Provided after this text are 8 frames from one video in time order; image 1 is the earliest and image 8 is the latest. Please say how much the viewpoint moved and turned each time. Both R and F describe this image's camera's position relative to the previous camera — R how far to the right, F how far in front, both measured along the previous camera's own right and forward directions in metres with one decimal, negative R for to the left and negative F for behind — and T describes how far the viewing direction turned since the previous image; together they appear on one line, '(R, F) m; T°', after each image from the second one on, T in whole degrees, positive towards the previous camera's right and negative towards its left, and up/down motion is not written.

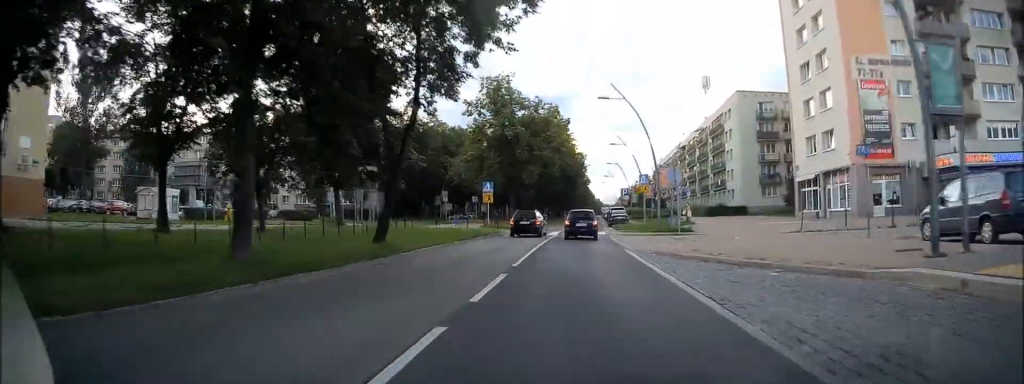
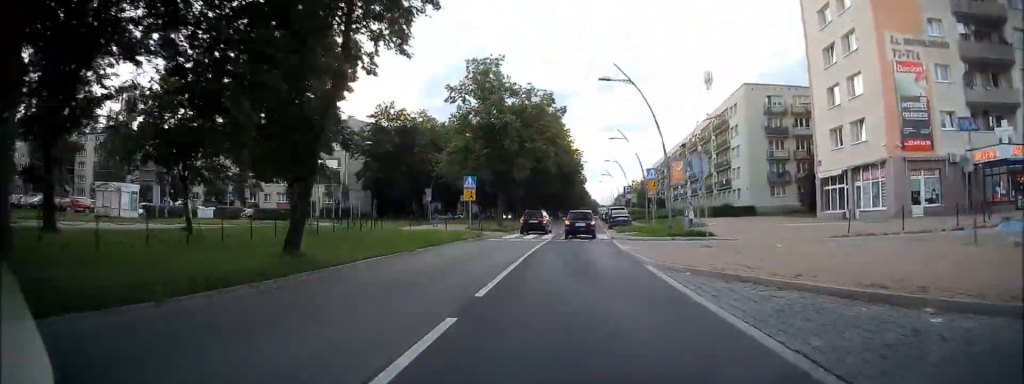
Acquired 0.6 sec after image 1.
(-0.1, +5.2) m; -1°
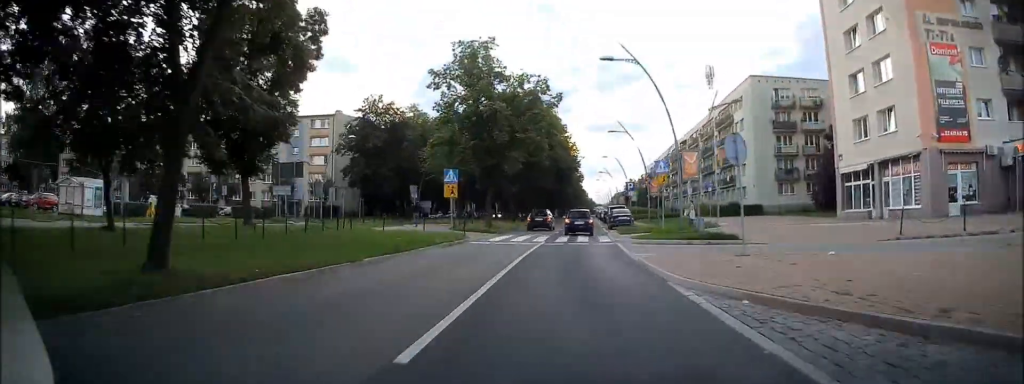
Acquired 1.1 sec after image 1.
(-0.1, +4.3) m; 0°
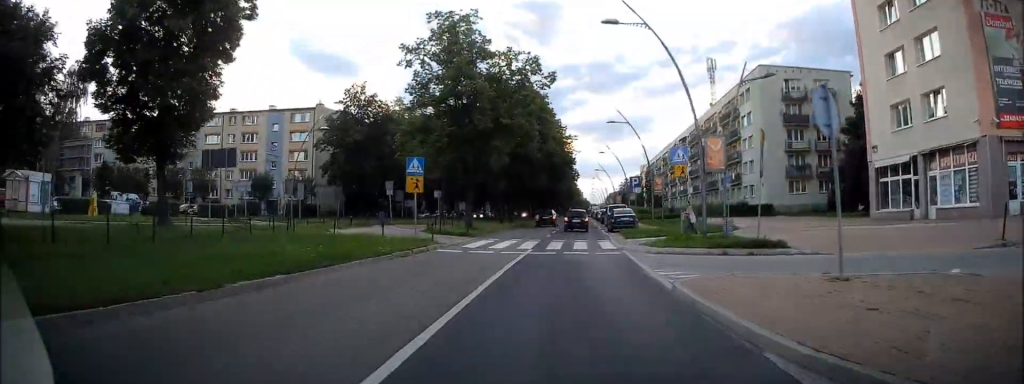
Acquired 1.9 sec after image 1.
(+0.1, +6.0) m; -1°
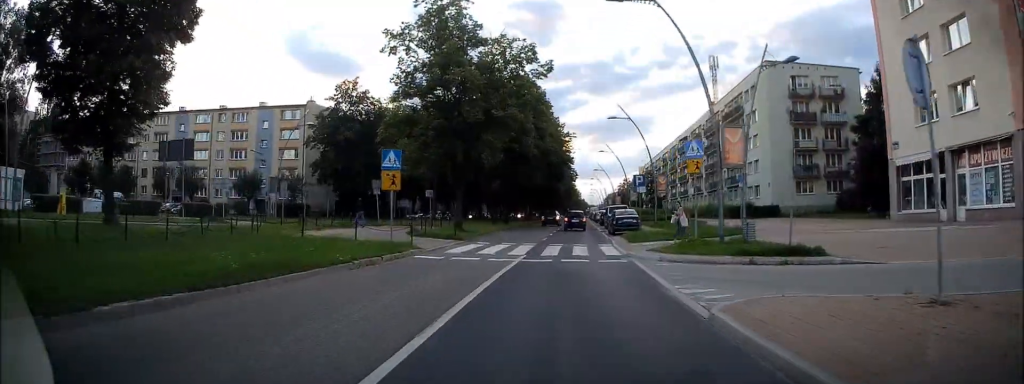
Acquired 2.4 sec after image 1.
(+0.1, +3.4) m; -1°
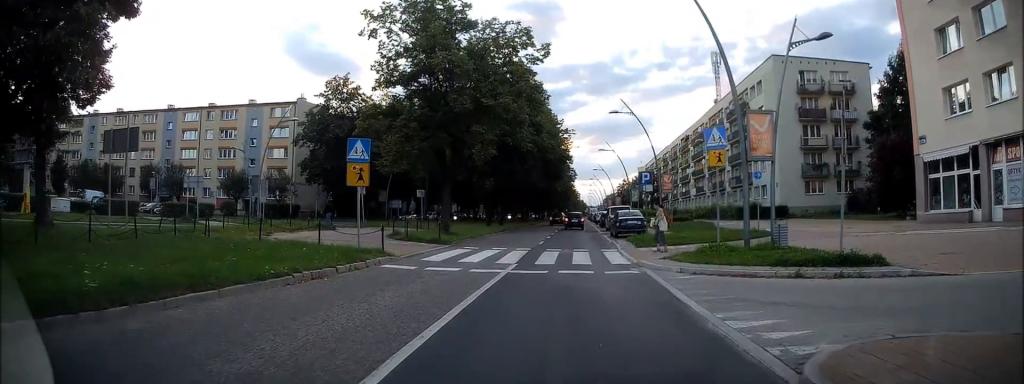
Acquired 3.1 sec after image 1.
(-0.3, +3.5) m; -2°
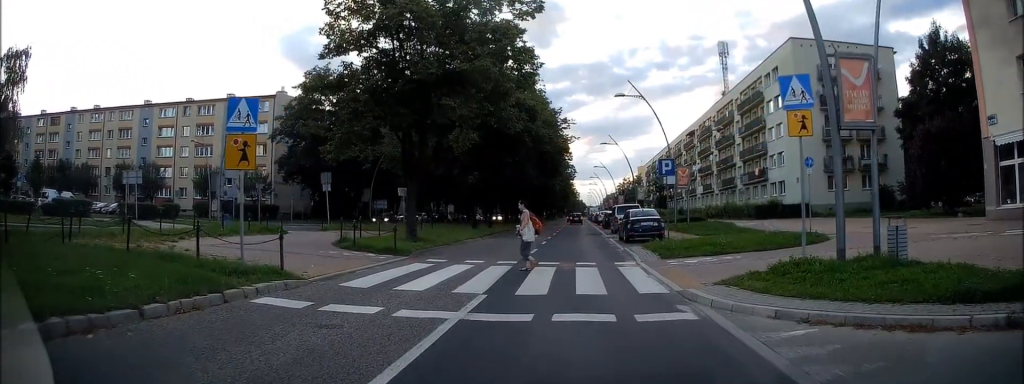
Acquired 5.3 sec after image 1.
(+0.3, +7.0) m; +2°
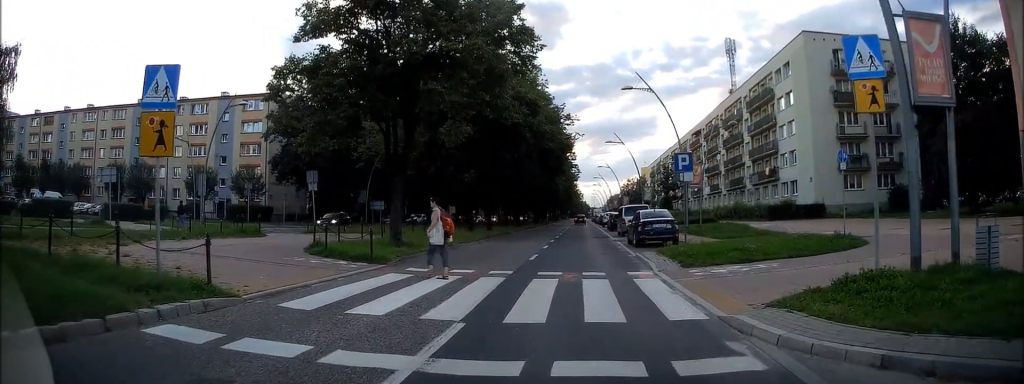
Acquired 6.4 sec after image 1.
(0.0, +2.6) m; +6°
